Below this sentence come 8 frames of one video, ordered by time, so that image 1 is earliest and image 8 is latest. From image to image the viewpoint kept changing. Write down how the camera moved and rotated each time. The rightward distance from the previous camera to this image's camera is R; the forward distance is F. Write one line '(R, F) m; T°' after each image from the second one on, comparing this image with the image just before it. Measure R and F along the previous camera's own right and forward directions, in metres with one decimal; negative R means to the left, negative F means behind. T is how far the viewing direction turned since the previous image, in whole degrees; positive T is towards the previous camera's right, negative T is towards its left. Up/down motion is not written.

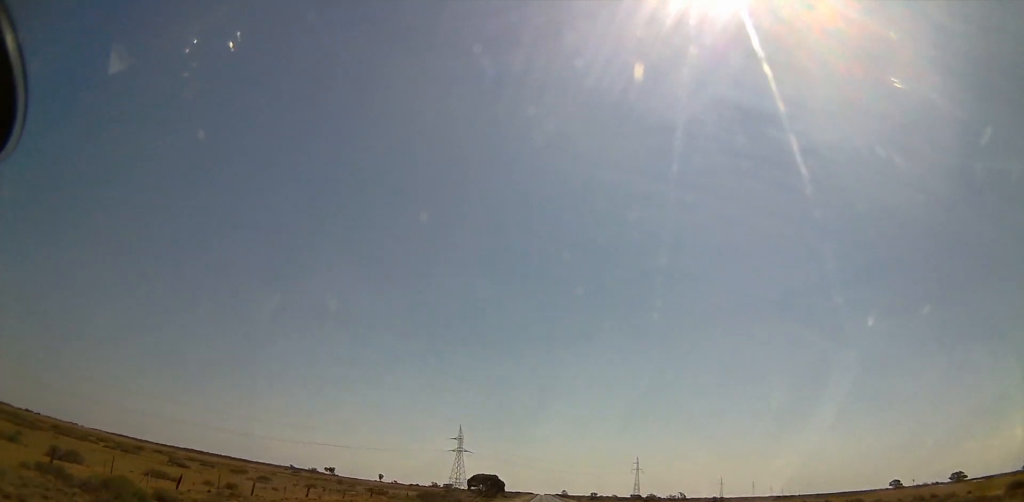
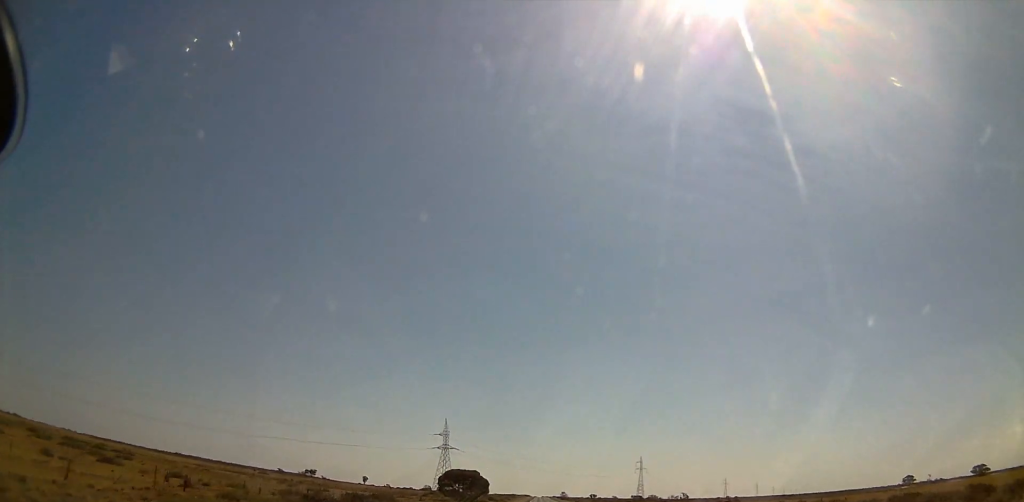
(+0.1, +40.8) m; +1°
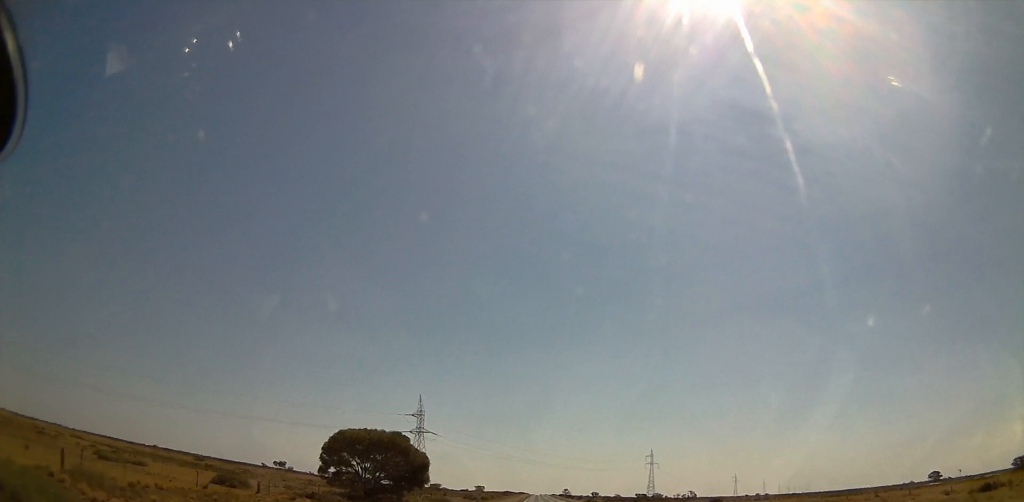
(+0.7, +64.3) m; +1°
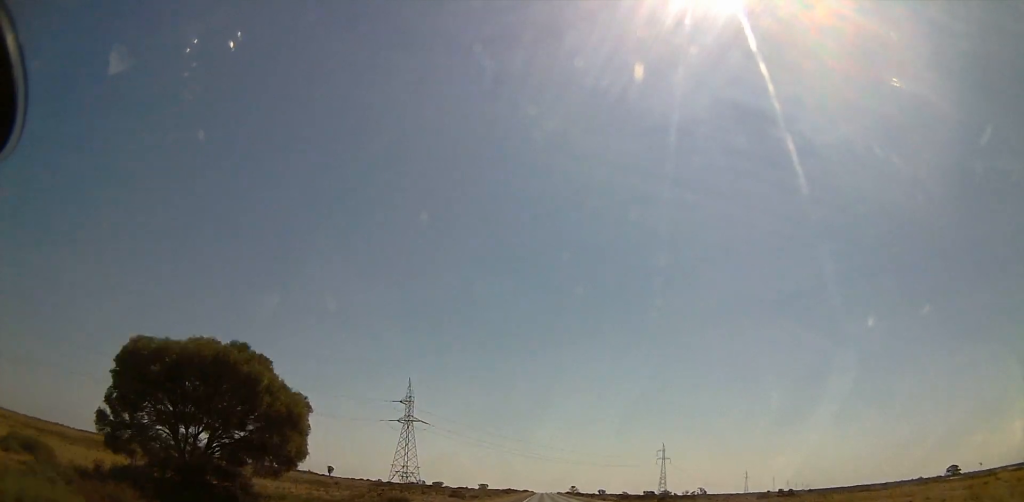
(0.0, +27.3) m; -1°
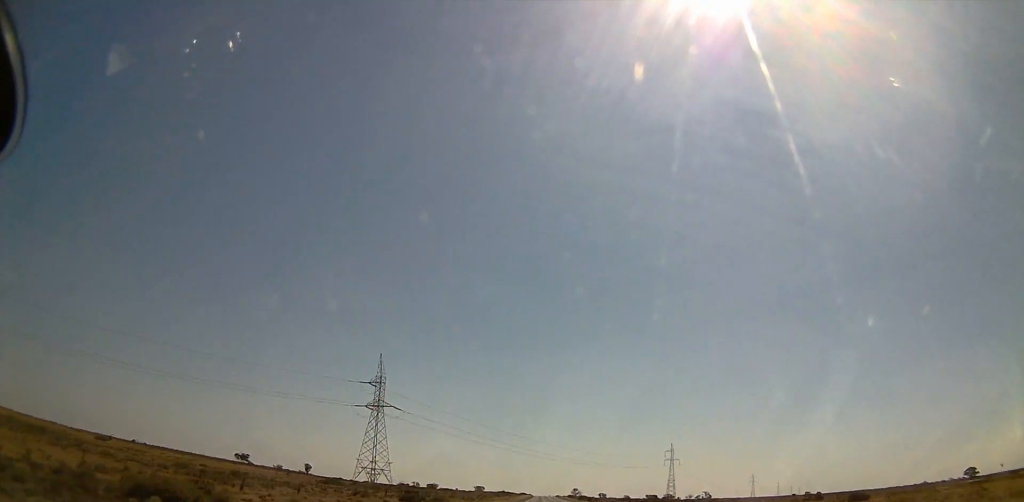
(-0.4, +34.0) m; -1°
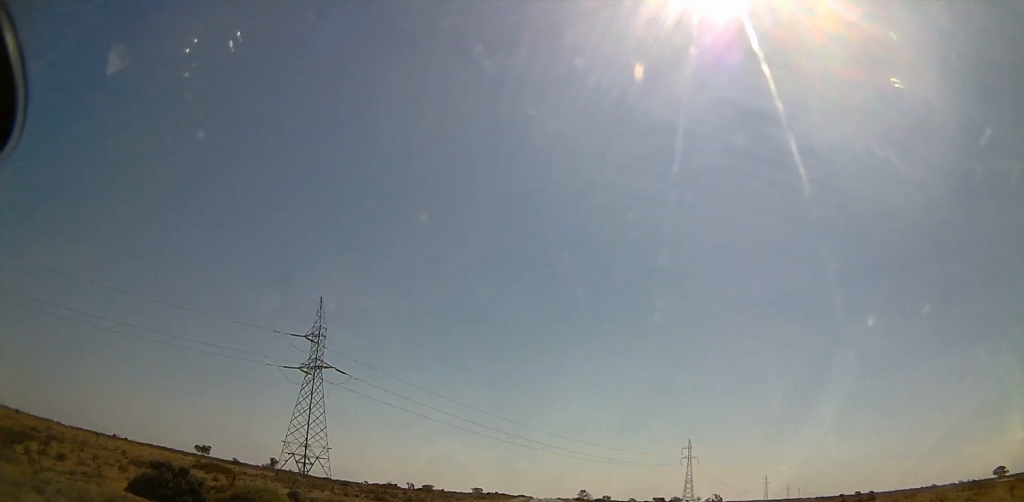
(0.0, +47.2) m; +1°
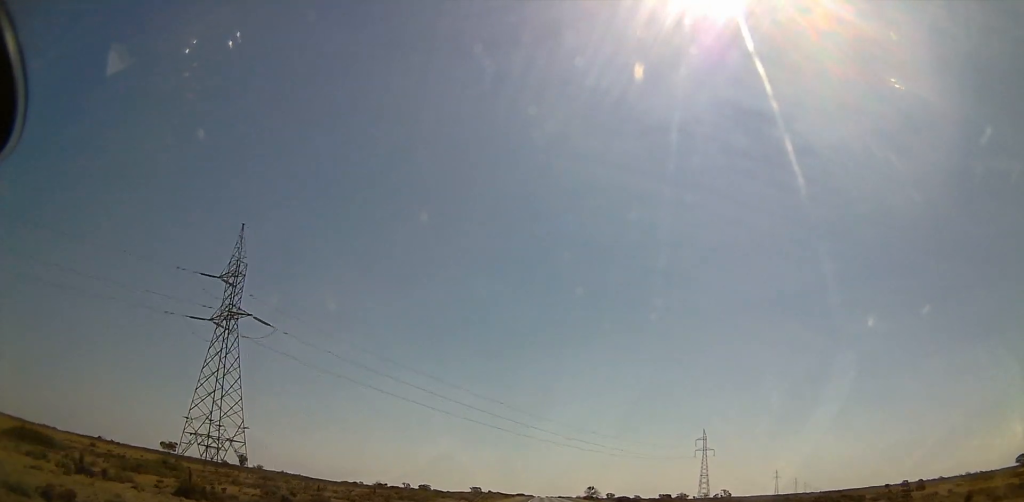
(+0.2, +30.5) m; 0°
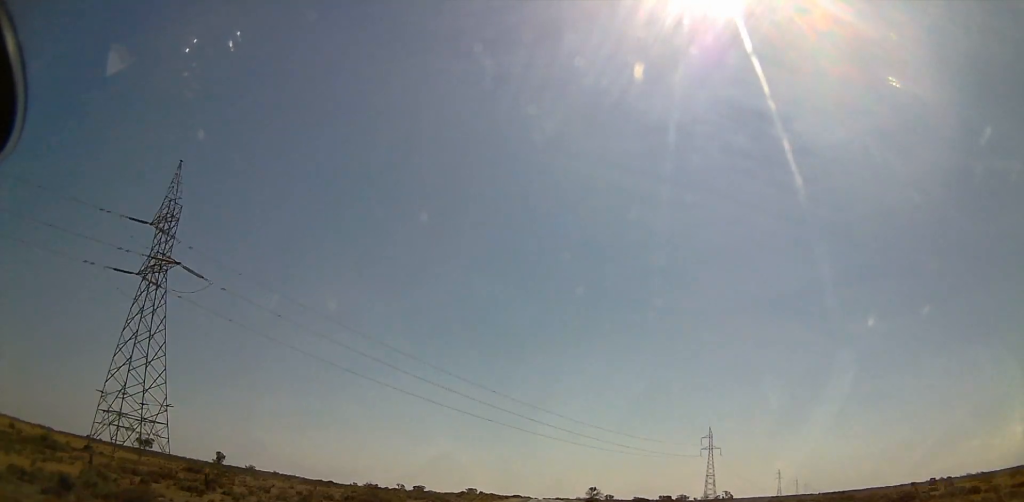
(+0.1, +16.8) m; 0°
